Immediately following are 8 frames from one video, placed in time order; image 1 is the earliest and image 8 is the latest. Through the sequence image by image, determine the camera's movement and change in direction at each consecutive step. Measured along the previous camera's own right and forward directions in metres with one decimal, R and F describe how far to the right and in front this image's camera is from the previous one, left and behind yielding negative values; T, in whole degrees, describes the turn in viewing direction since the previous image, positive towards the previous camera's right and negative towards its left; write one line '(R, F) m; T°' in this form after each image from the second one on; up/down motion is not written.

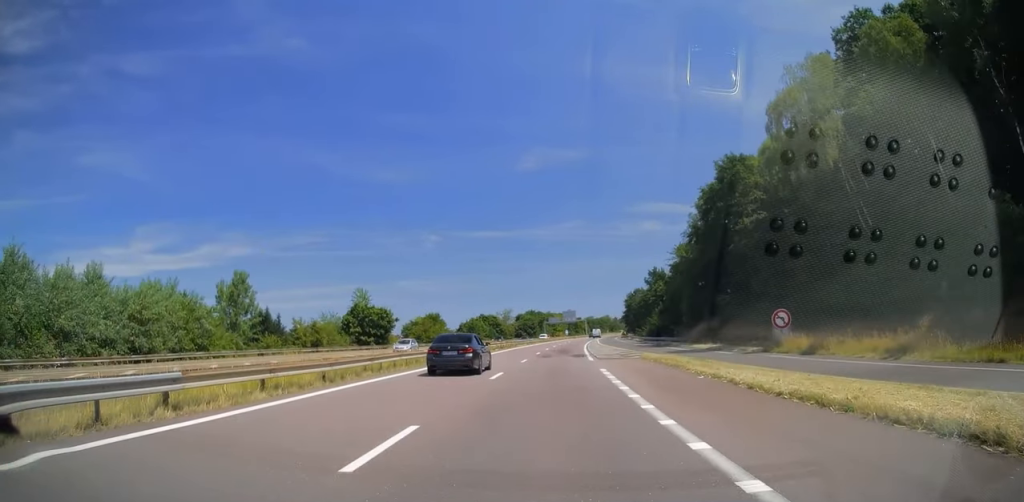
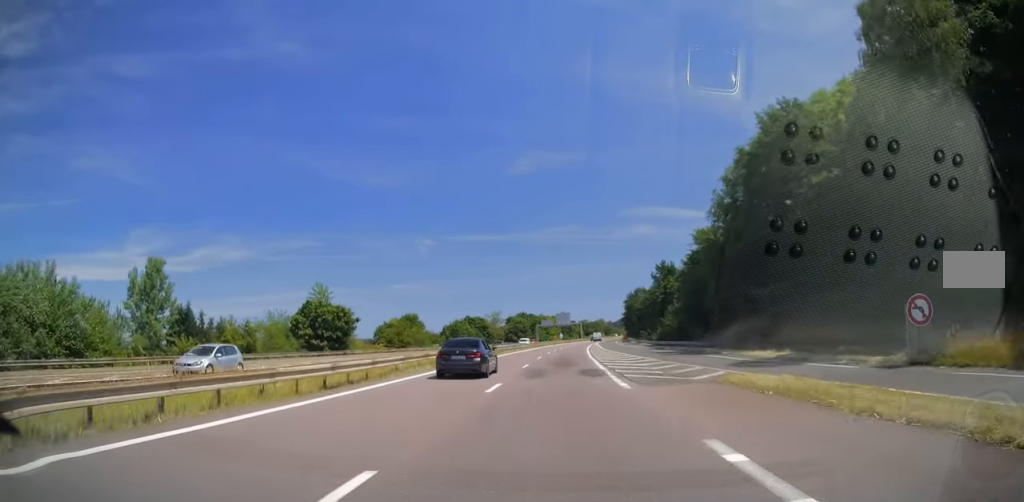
(+0.1, +16.1) m; +1°
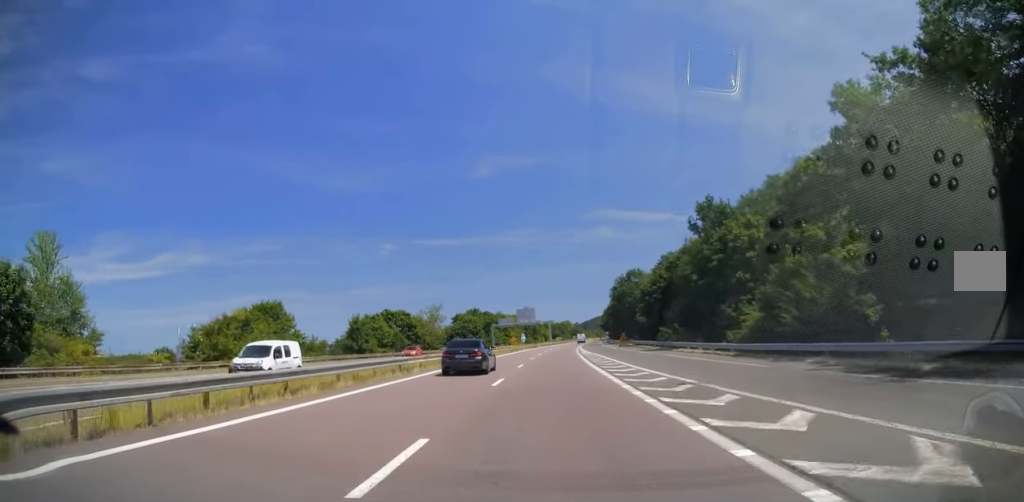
(+0.8, +49.8) m; +3°
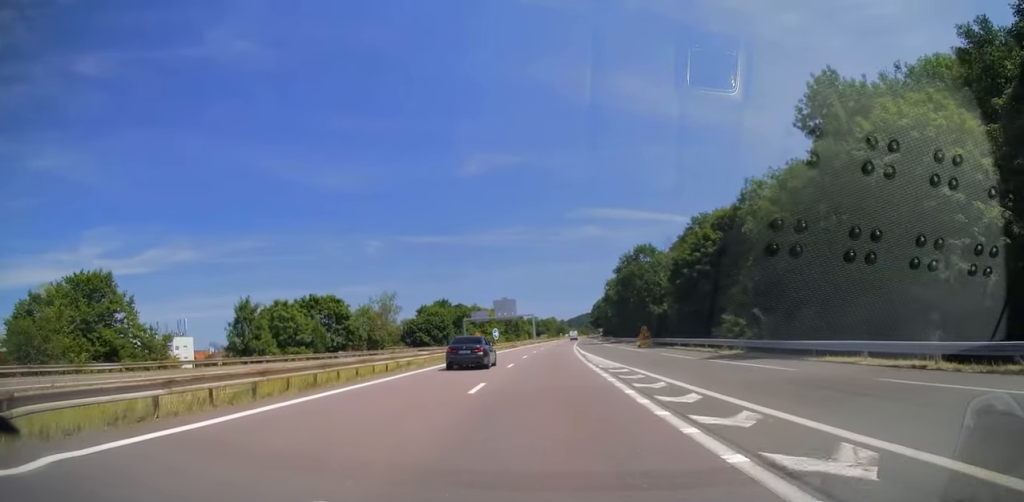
(+0.8, +29.3) m; +2°
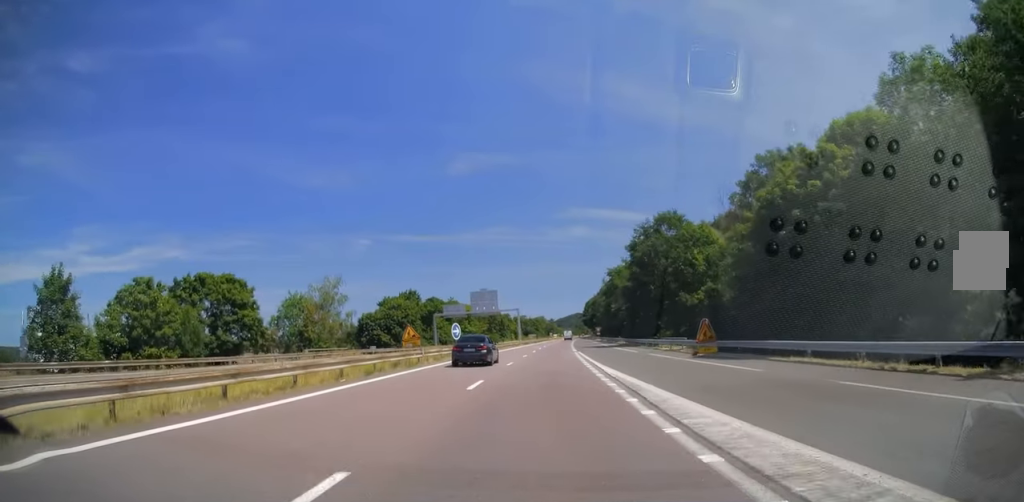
(+0.1, +25.1) m; +1°
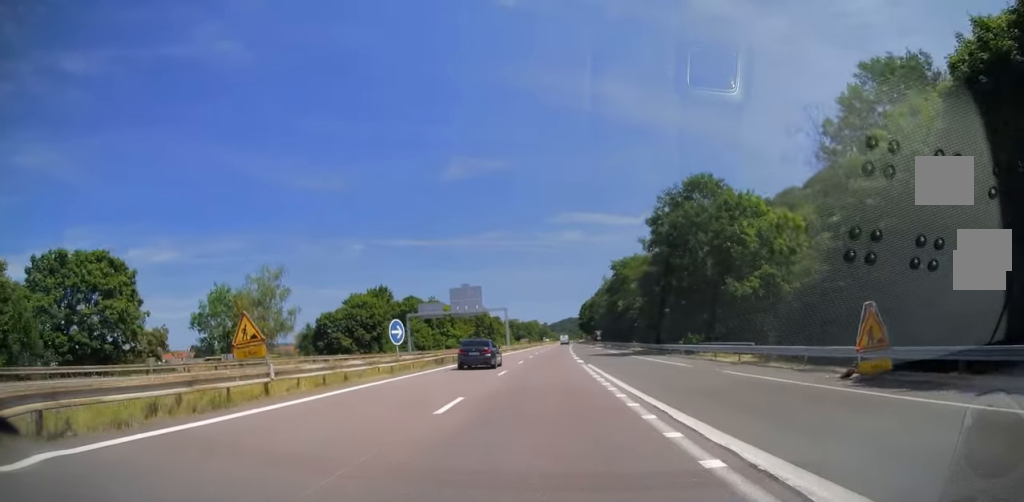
(+0.1, +17.7) m; +1°
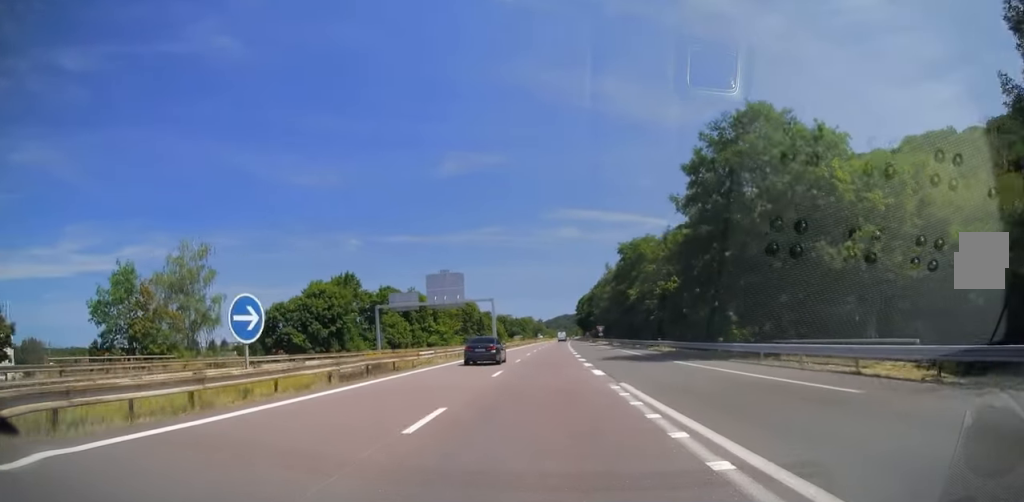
(+0.1, +15.7) m; +1°
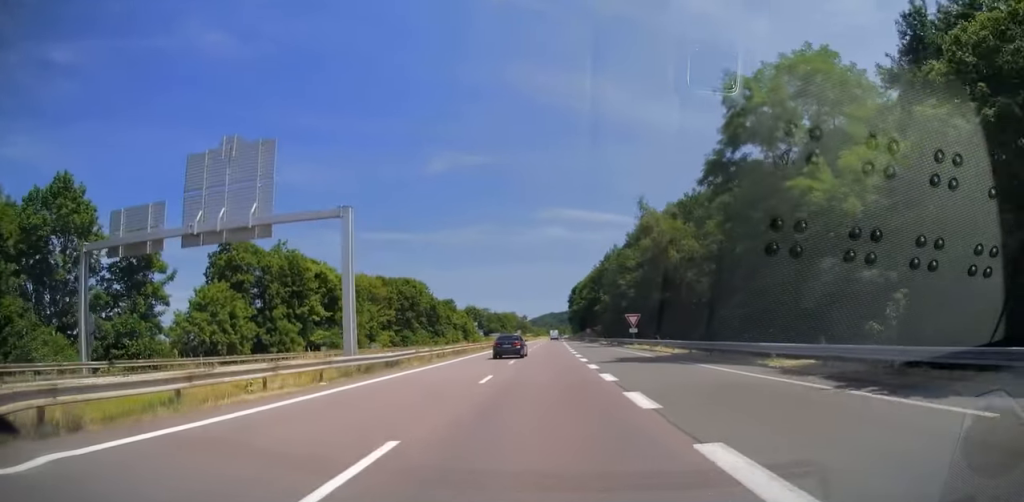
(+0.8, +56.0) m; +2°
